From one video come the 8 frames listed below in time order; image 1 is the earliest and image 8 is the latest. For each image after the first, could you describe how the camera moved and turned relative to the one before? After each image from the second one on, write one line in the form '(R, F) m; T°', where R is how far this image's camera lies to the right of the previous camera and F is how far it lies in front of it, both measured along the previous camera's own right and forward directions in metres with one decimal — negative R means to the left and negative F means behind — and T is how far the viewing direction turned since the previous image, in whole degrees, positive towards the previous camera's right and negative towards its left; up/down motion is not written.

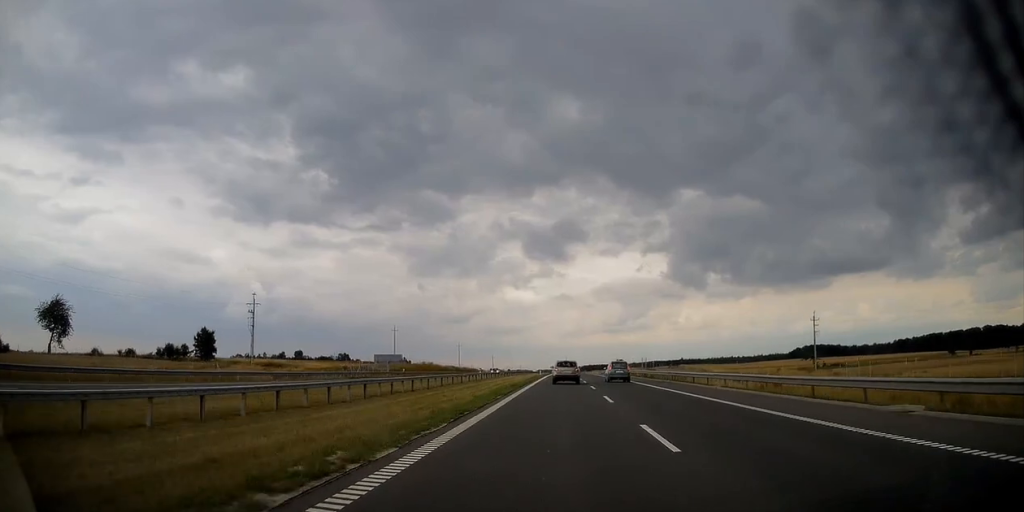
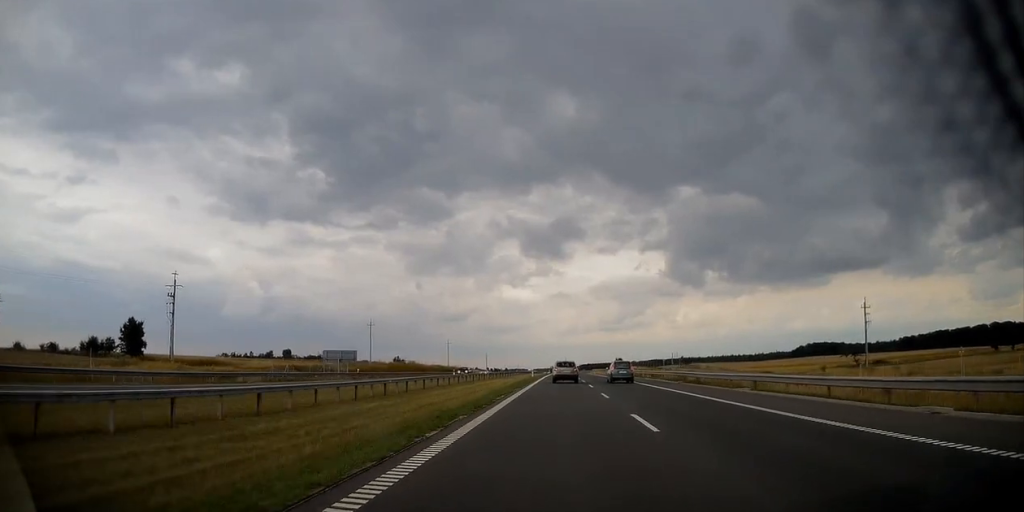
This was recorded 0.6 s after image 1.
(-0.1, +21.1) m; 0°
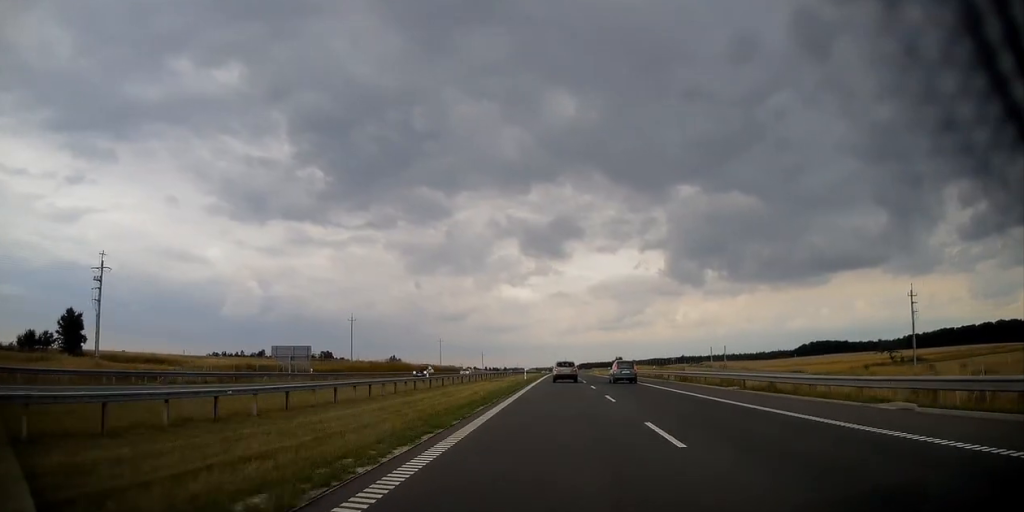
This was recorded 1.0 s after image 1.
(0.0, +14.2) m; 0°
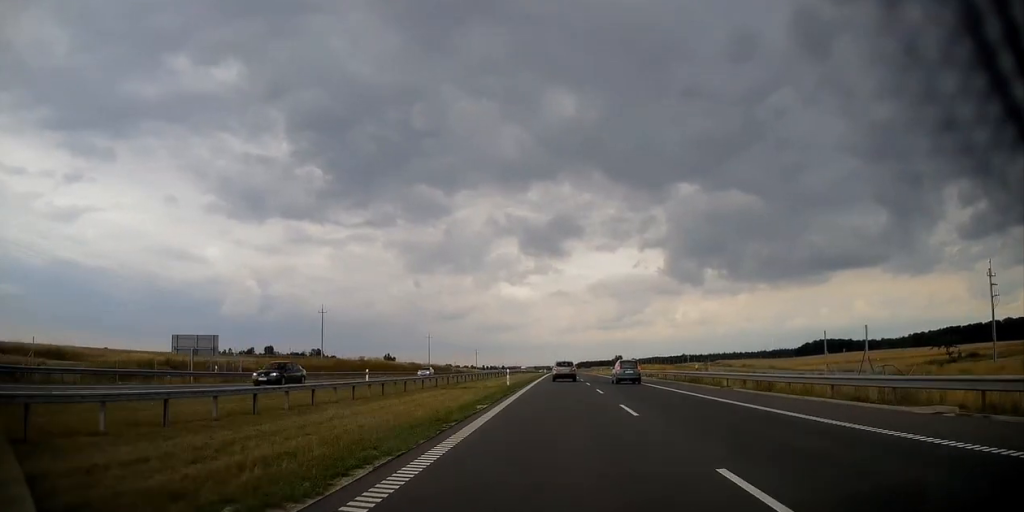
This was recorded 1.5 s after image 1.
(+0.1, +17.8) m; 0°
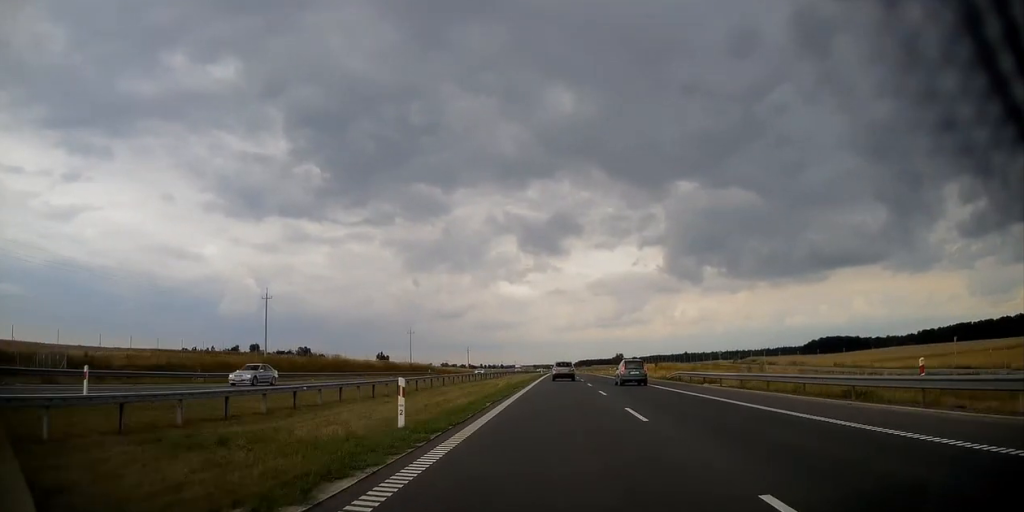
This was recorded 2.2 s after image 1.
(0.0, +25.3) m; 0°
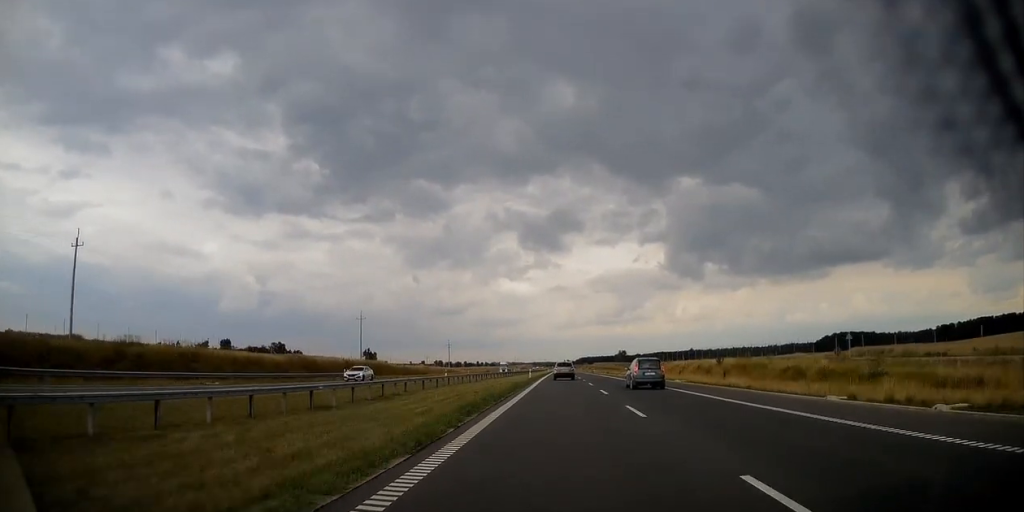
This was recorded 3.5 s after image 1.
(+0.1, +46.6) m; 0°
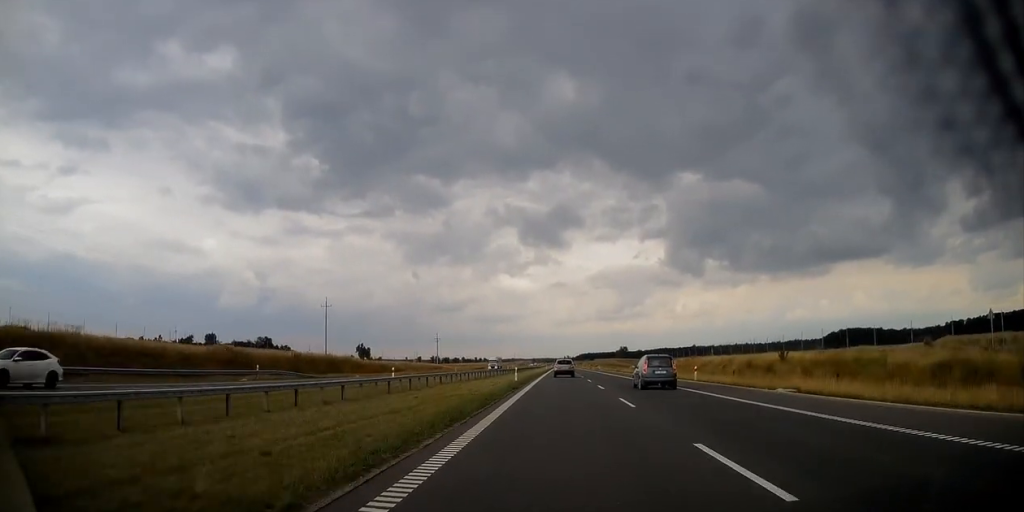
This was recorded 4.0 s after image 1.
(0.0, +21.1) m; 0°
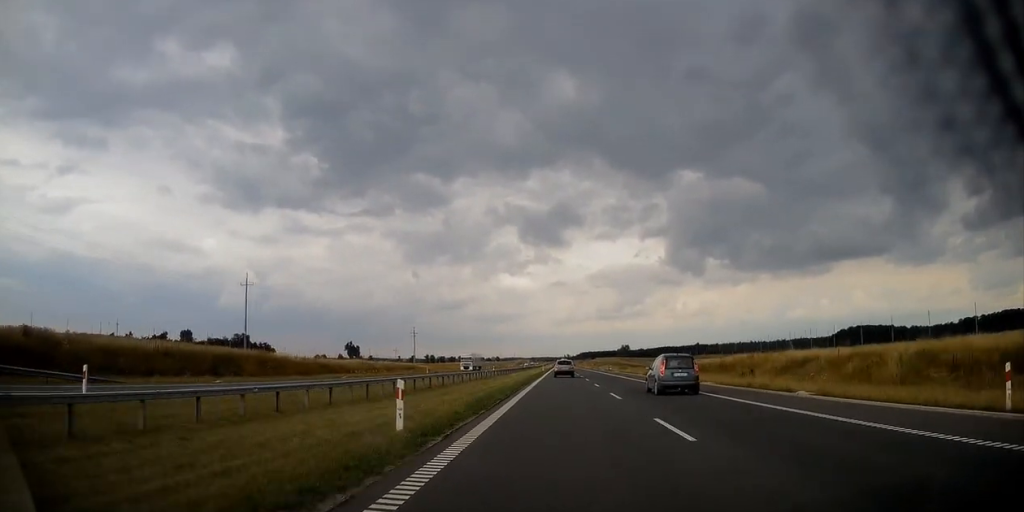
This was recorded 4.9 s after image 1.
(-0.1, +31.3) m; 0°
